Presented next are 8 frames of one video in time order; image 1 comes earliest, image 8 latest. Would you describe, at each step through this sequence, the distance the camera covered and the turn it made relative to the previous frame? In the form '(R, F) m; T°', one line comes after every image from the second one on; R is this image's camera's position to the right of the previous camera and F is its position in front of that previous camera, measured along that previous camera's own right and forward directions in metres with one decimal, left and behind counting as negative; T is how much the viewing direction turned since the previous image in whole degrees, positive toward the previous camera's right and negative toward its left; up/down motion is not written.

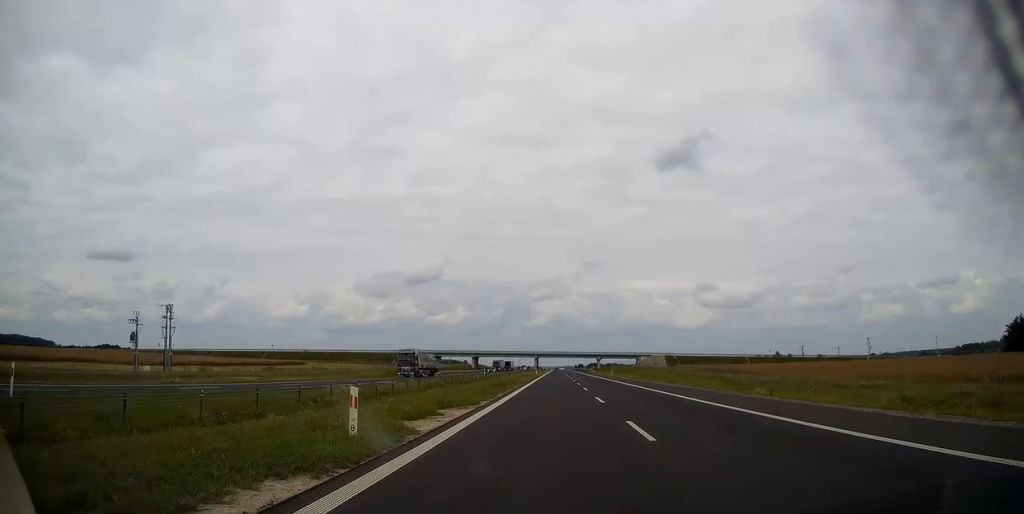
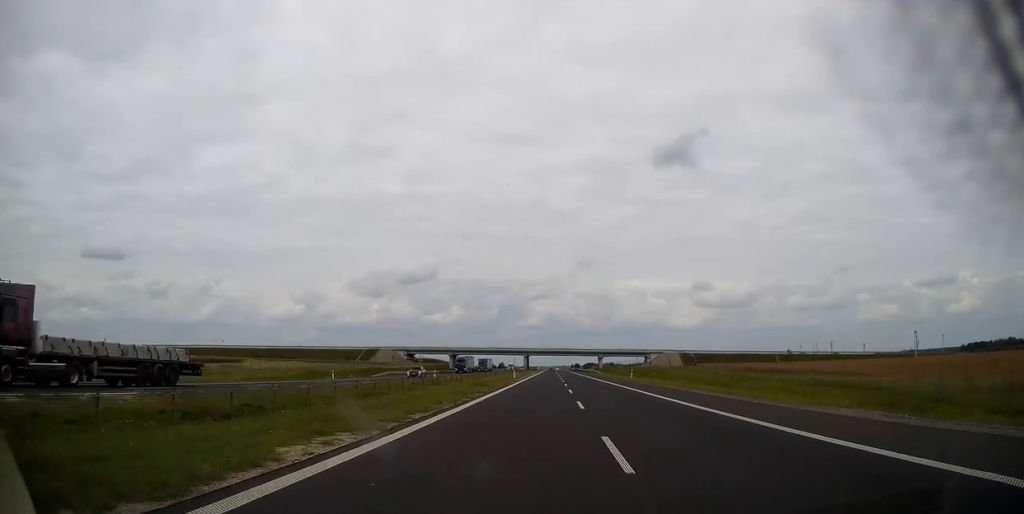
(+0.1, +39.2) m; 0°
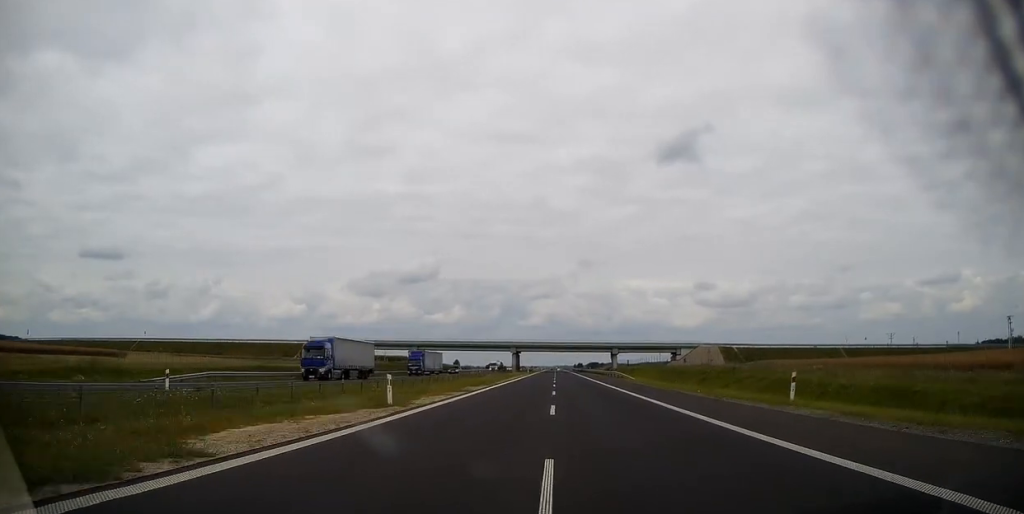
(+0.2, +50.8) m; +1°
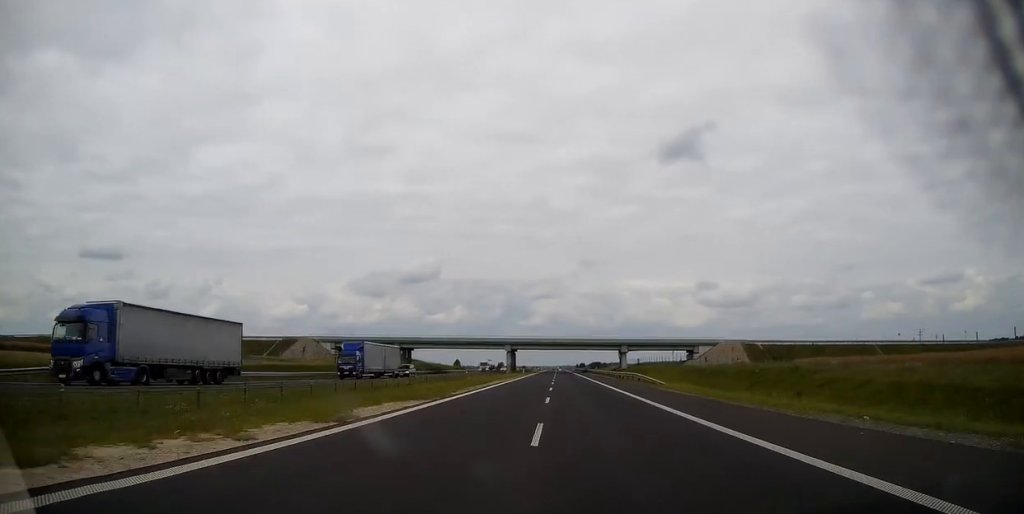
(0.0, +18.5) m; 0°
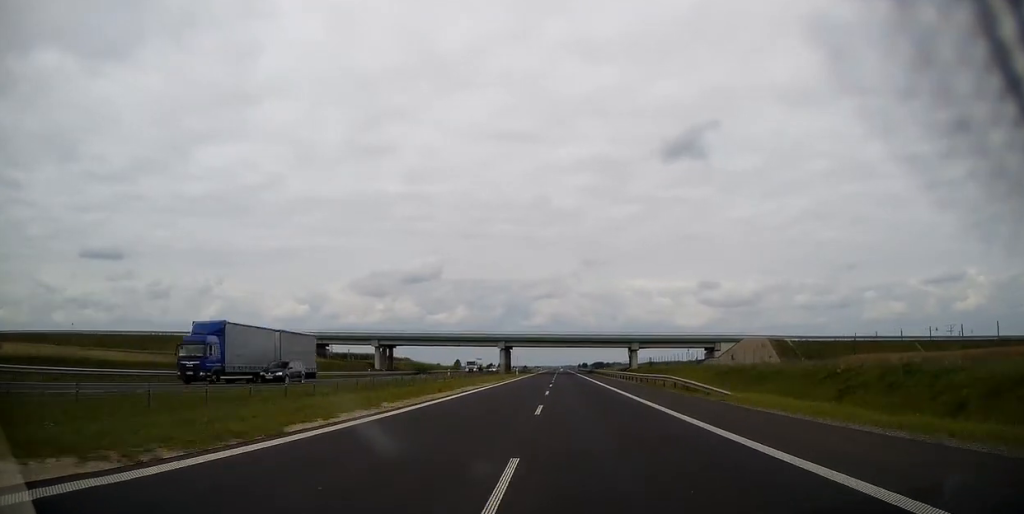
(+0.1, +17.3) m; 0°
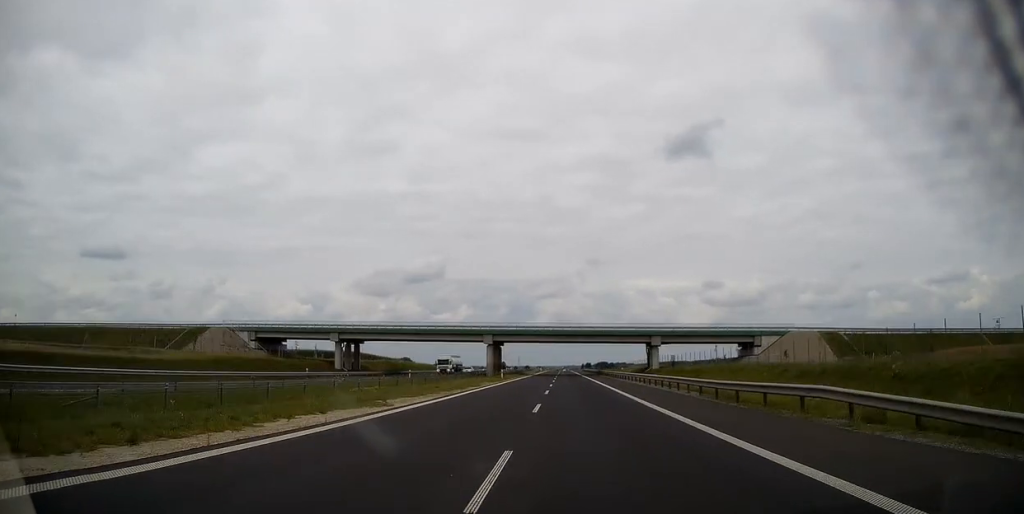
(-0.3, +23.2) m; 0°
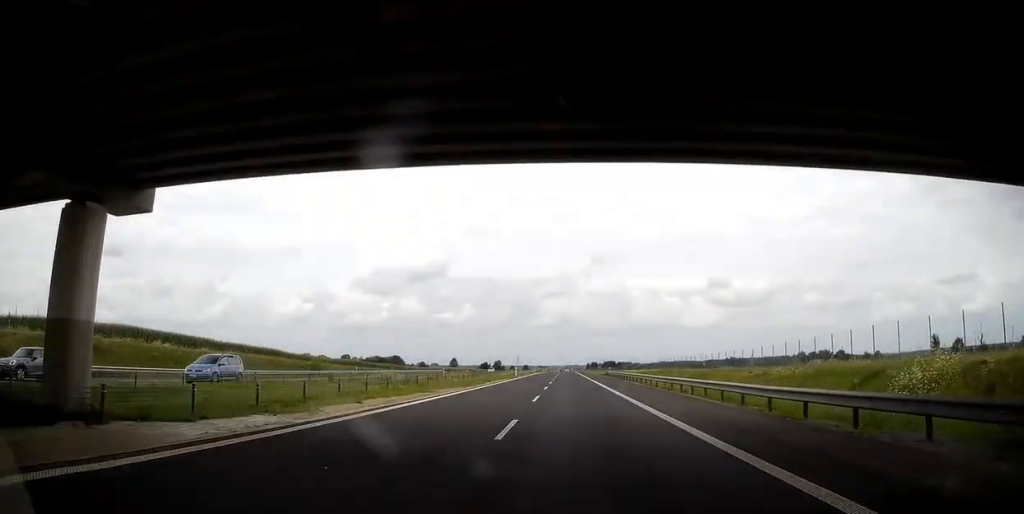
(-0.4, +90.6) m; 0°
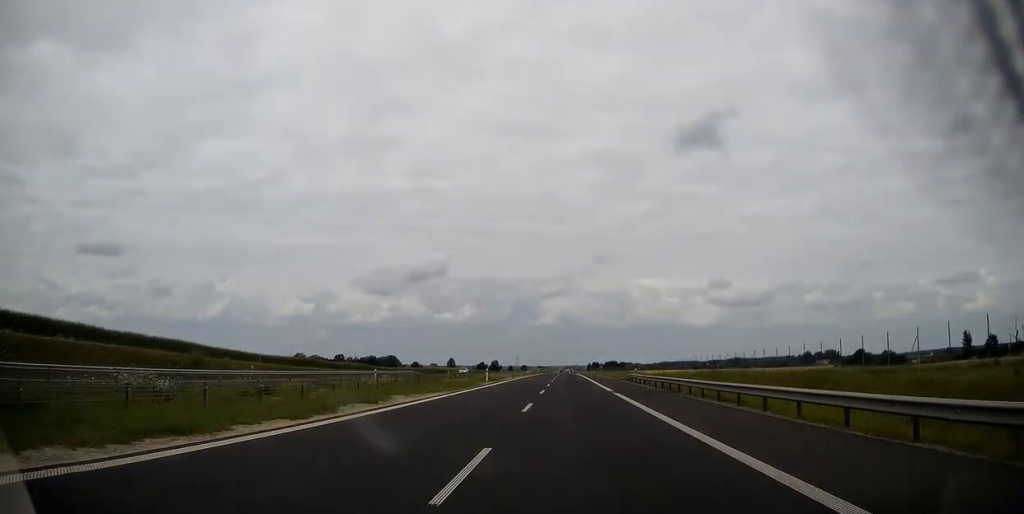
(+0.2, +29.1) m; 0°
